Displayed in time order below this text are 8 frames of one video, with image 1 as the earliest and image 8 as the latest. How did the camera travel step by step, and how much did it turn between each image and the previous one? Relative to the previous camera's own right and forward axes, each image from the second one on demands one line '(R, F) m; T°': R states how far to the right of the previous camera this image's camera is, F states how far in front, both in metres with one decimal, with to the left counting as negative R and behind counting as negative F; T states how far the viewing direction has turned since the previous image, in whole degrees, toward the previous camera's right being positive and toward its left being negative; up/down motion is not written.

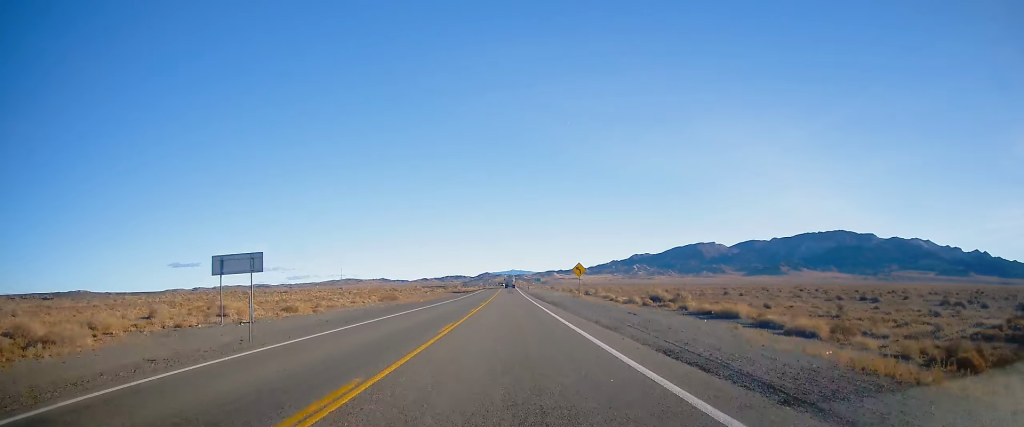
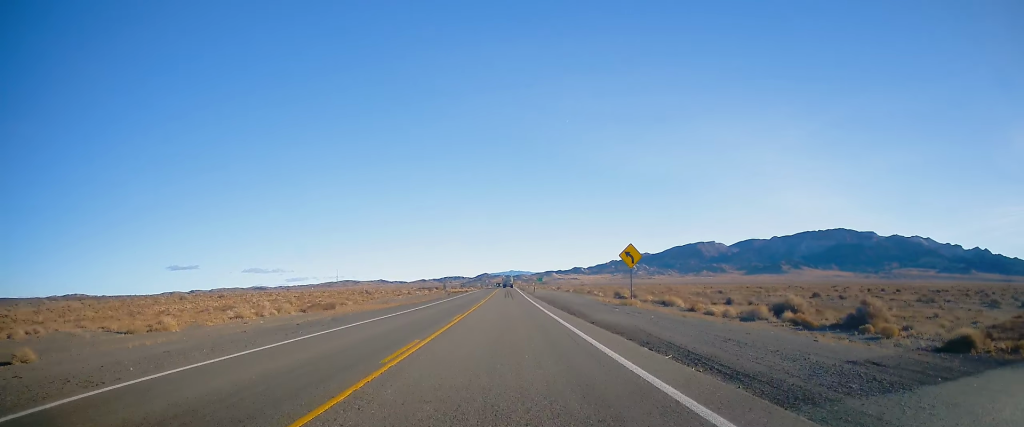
(0.0, +30.9) m; 0°
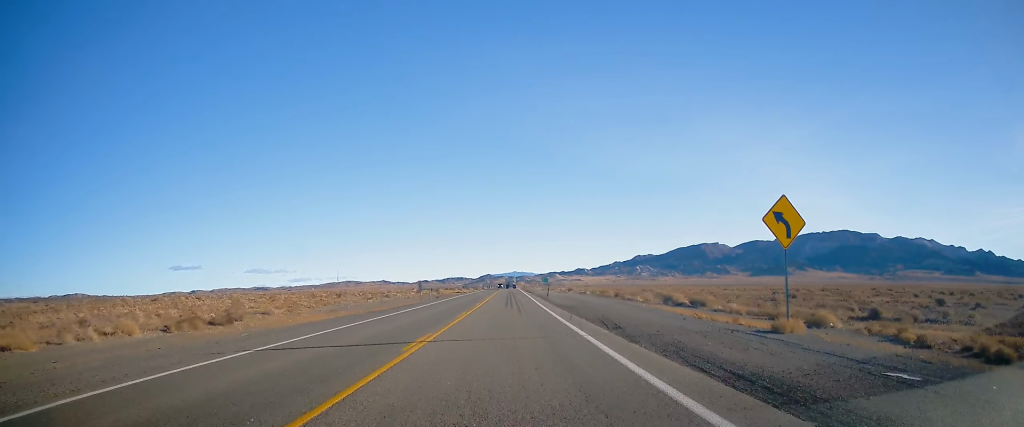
(0.0, +22.6) m; 0°
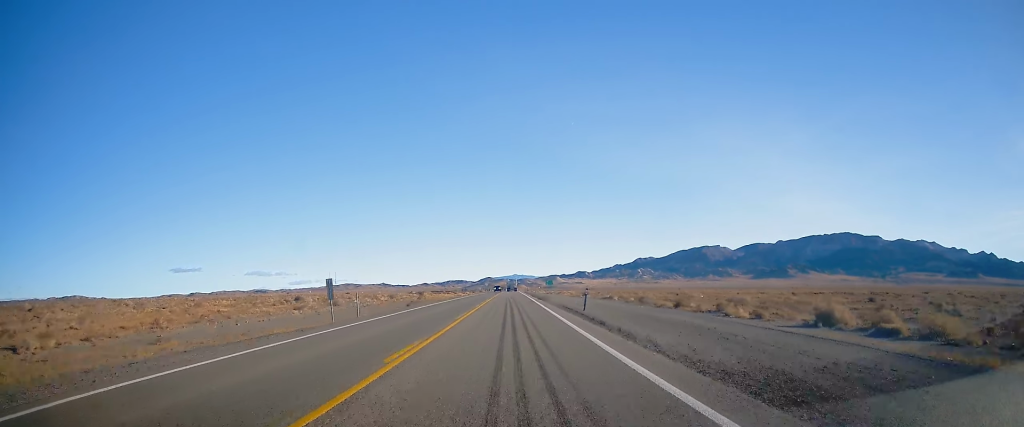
(-0.1, +26.7) m; 0°
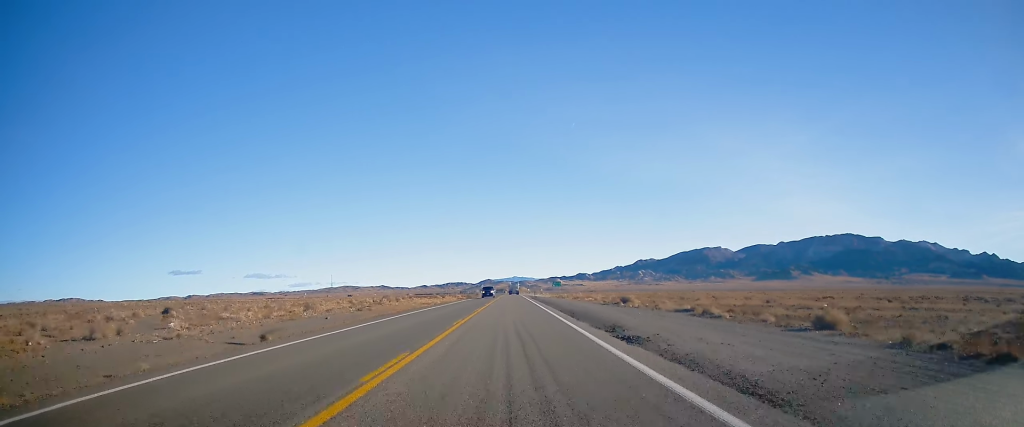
(+0.2, +38.9) m; 0°
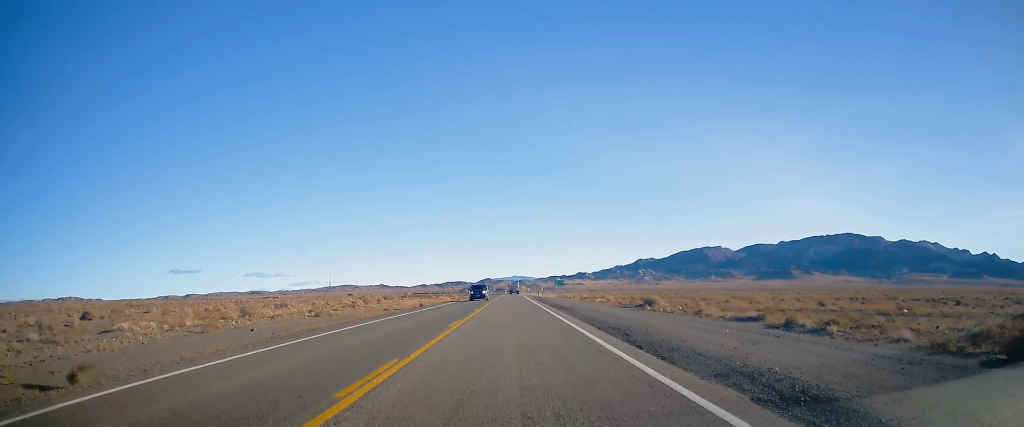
(+0.1, +13.1) m; 0°
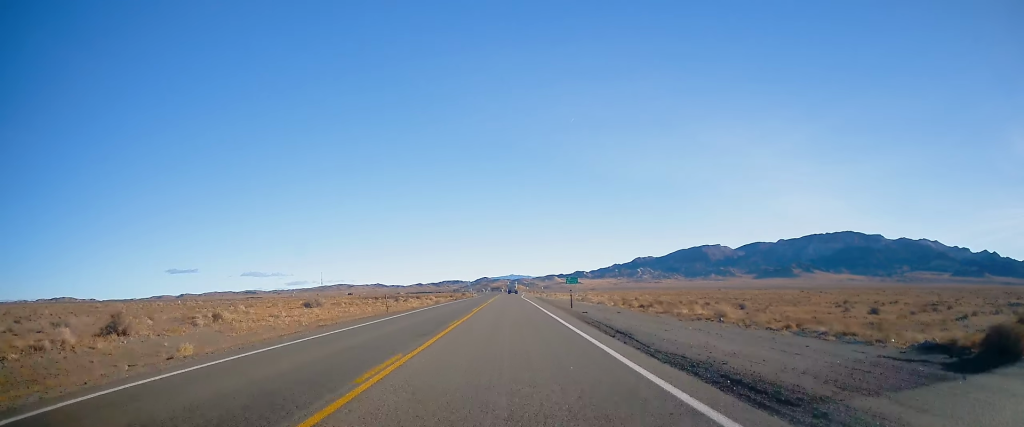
(-0.1, +47.7) m; 0°
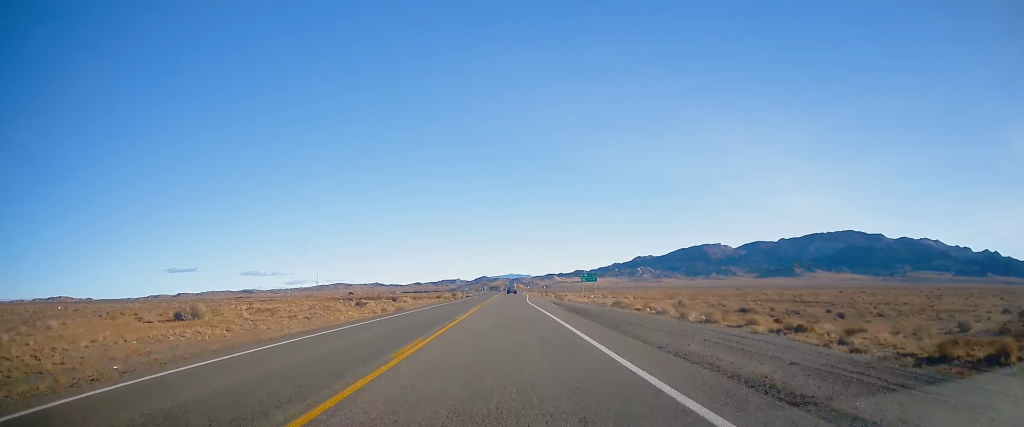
(0.0, +33.2) m; 0°
